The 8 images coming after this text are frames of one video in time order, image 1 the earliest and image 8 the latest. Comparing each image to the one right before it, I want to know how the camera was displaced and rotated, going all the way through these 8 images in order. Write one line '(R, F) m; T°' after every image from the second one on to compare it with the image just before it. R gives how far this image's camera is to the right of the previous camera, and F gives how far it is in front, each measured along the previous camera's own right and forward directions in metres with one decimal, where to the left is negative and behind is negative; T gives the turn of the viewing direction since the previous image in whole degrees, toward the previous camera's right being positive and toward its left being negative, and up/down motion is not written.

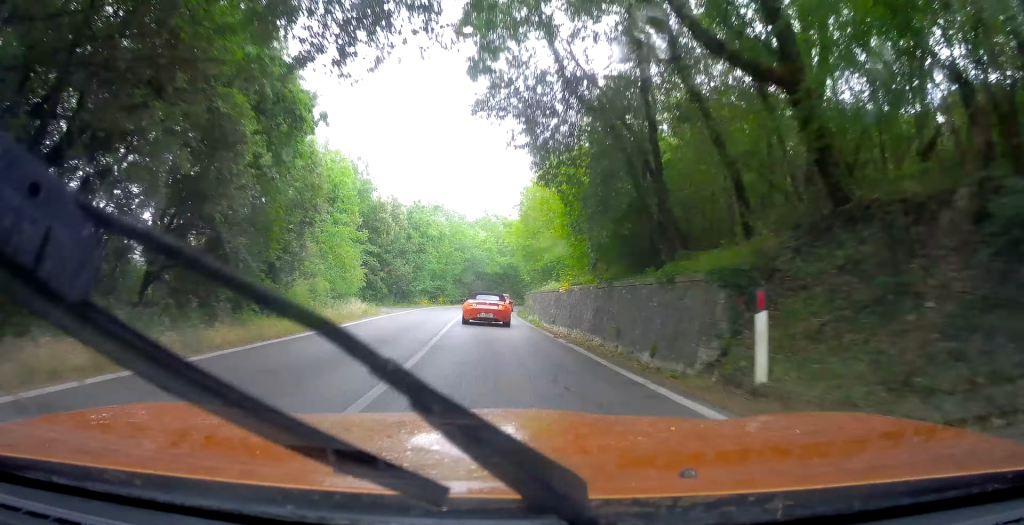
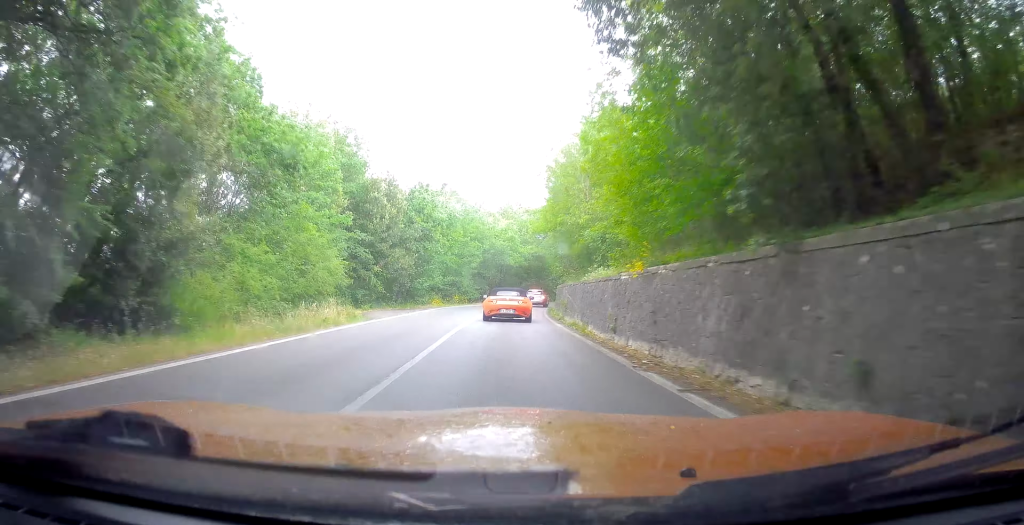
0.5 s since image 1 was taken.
(-0.5, +8.0) m; -2°
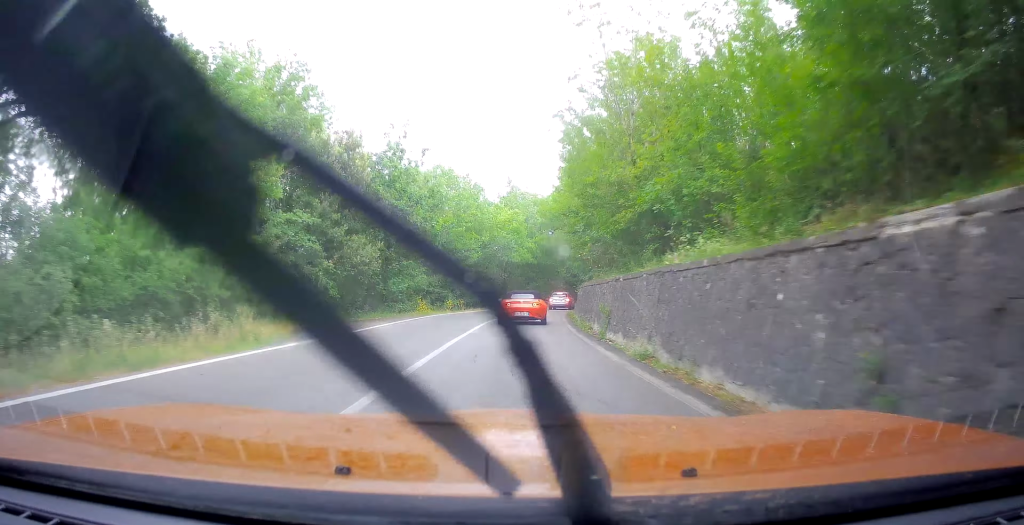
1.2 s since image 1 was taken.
(+0.3, +9.7) m; +2°
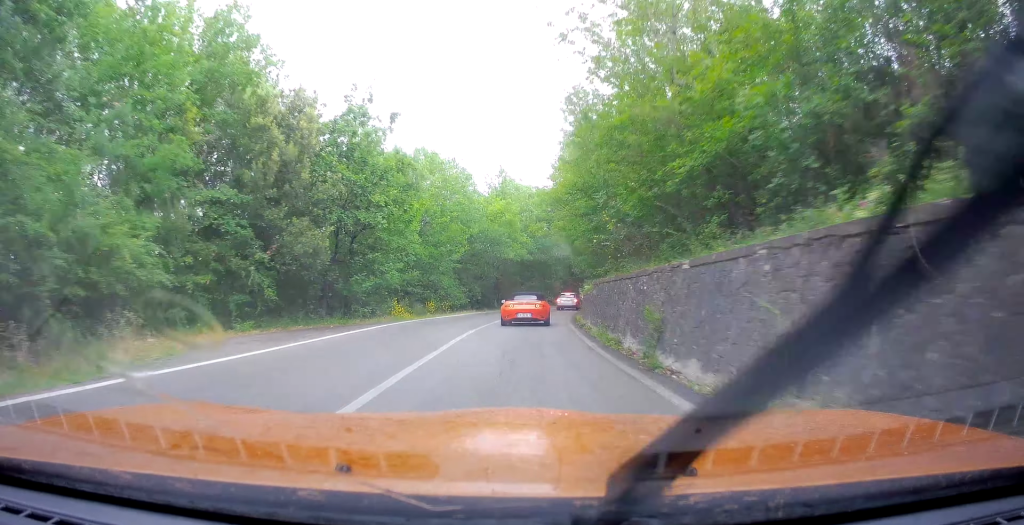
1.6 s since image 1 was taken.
(+0.1, +6.0) m; +1°
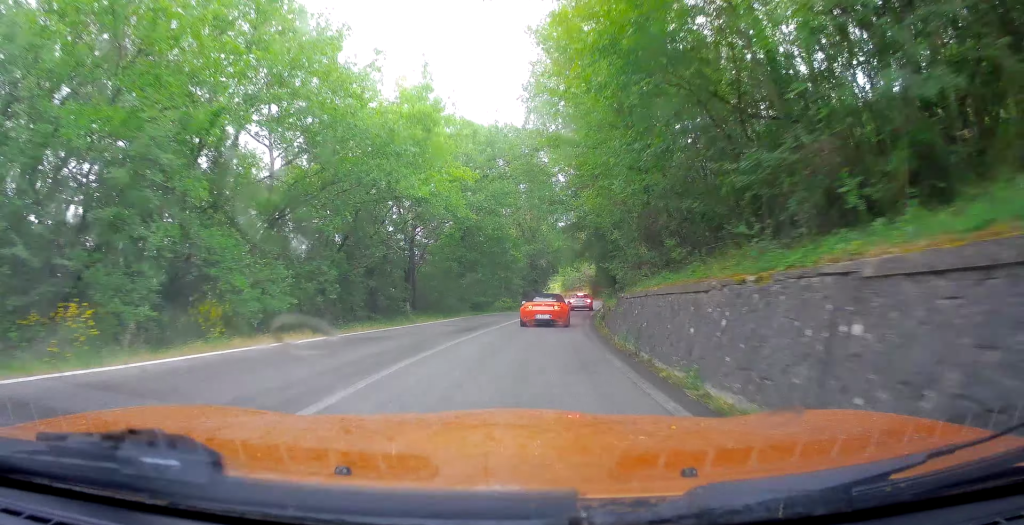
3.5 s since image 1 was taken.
(0.0, +25.7) m; +2°
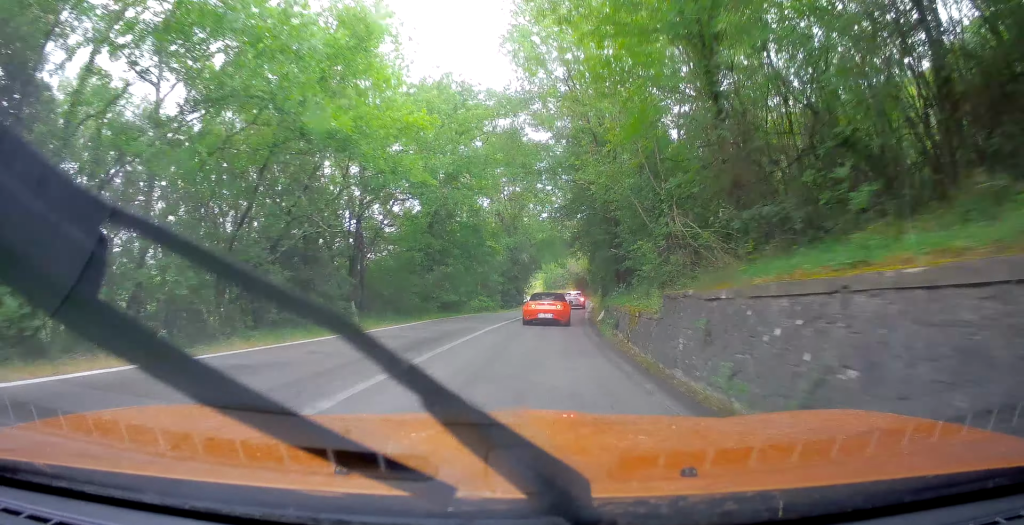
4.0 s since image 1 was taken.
(+0.3, +7.0) m; +2°
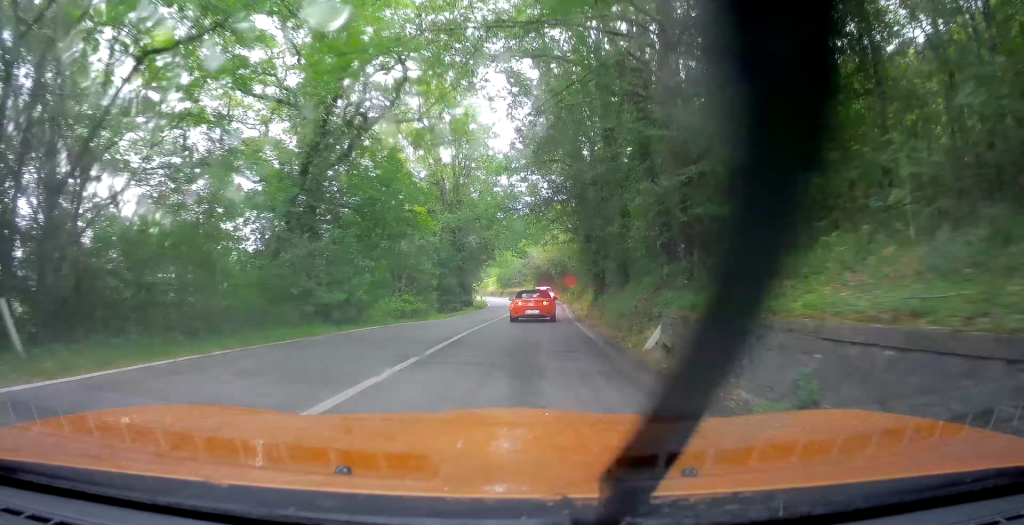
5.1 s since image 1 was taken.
(+0.7, +16.4) m; +6°
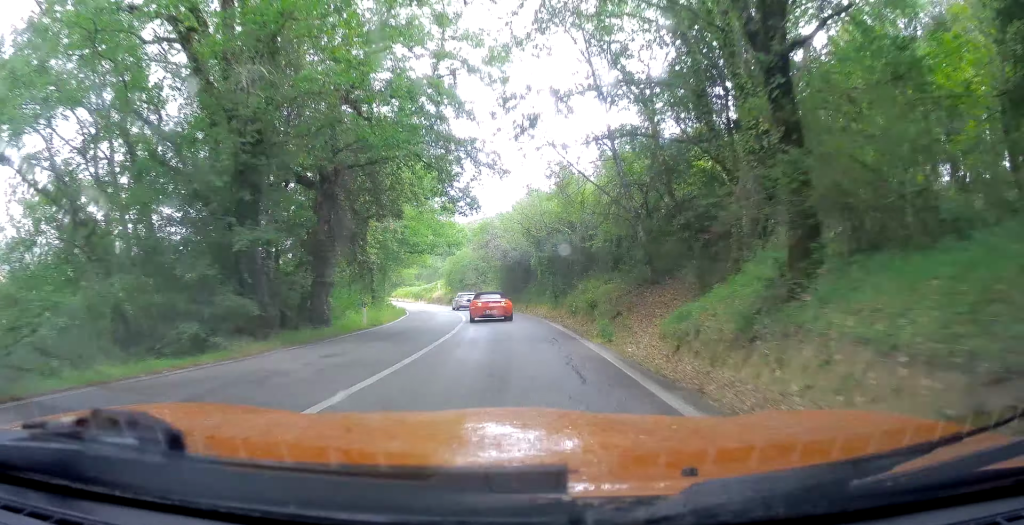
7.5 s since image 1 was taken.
(+1.0, +31.7) m; +2°
